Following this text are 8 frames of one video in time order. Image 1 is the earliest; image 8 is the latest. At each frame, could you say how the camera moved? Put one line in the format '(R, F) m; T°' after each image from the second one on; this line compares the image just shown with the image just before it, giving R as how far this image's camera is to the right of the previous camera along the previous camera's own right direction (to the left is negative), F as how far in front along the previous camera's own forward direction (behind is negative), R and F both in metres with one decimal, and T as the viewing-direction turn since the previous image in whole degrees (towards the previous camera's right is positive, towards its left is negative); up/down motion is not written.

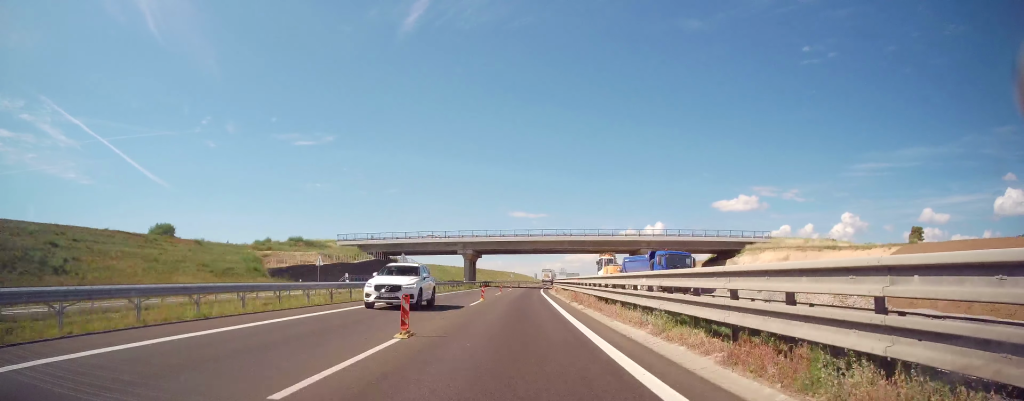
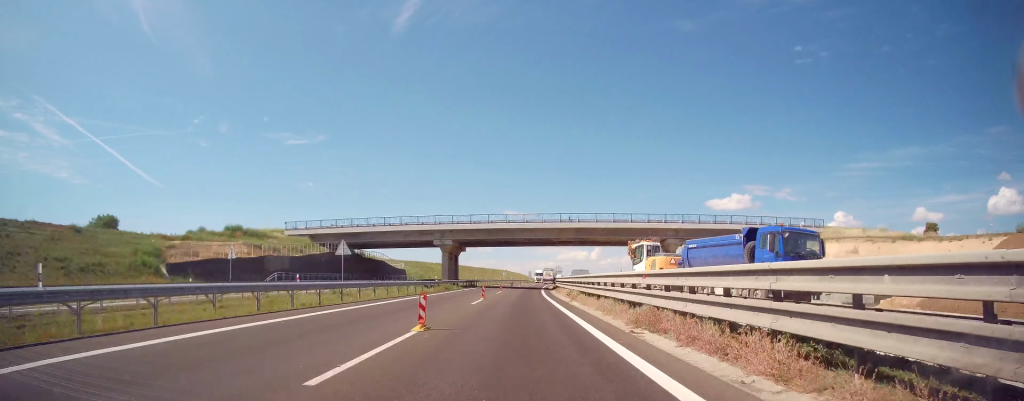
(+0.4, +17.4) m; +1°
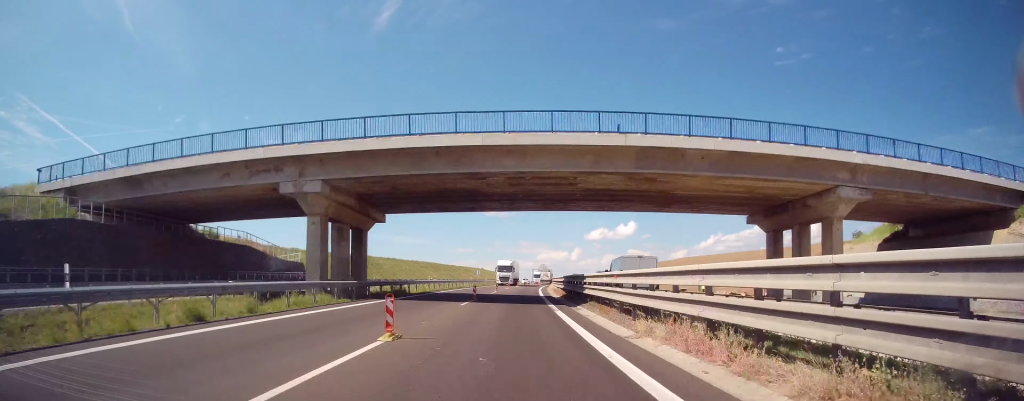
(+0.3, +37.8) m; +2°
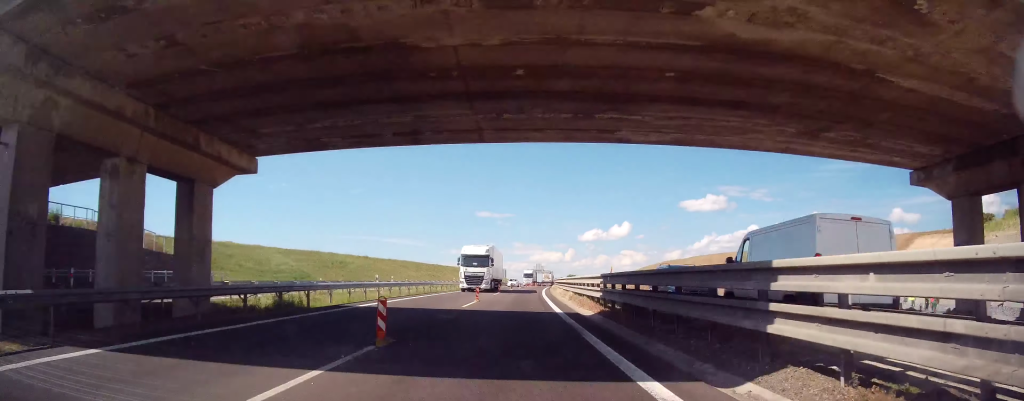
(+0.2, +17.8) m; +1°
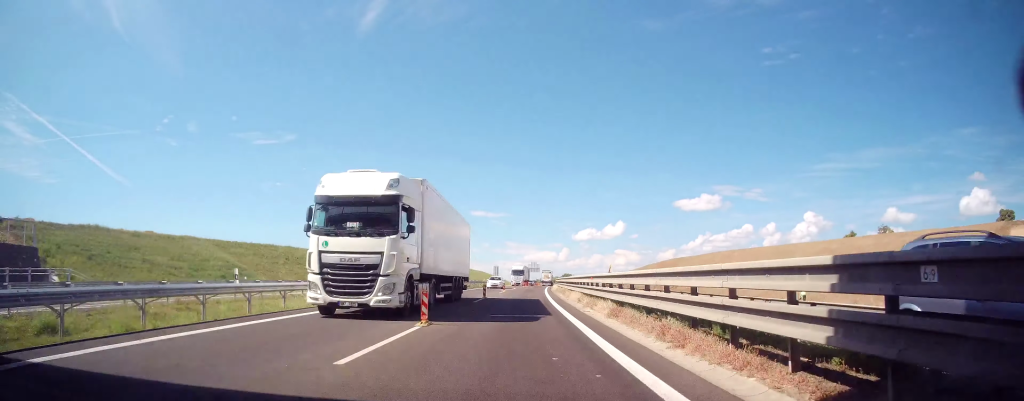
(+0.1, +15.3) m; 0°
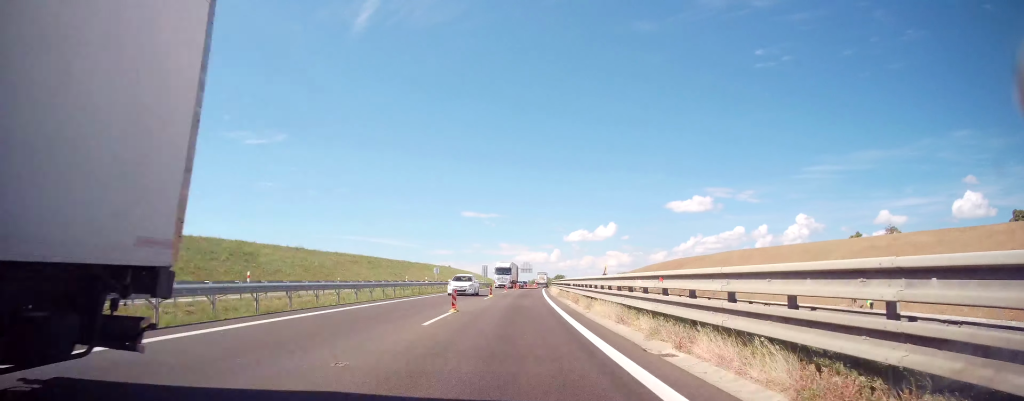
(0.0, +11.8) m; 0°
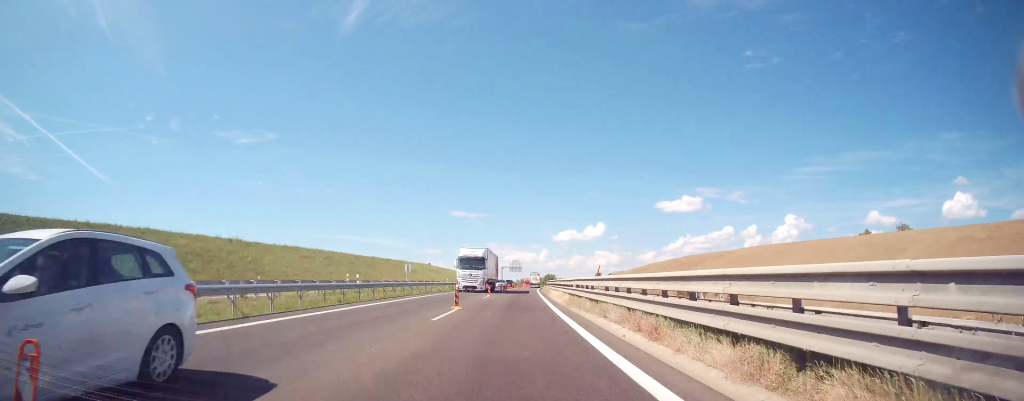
(0.0, +16.2) m; 0°
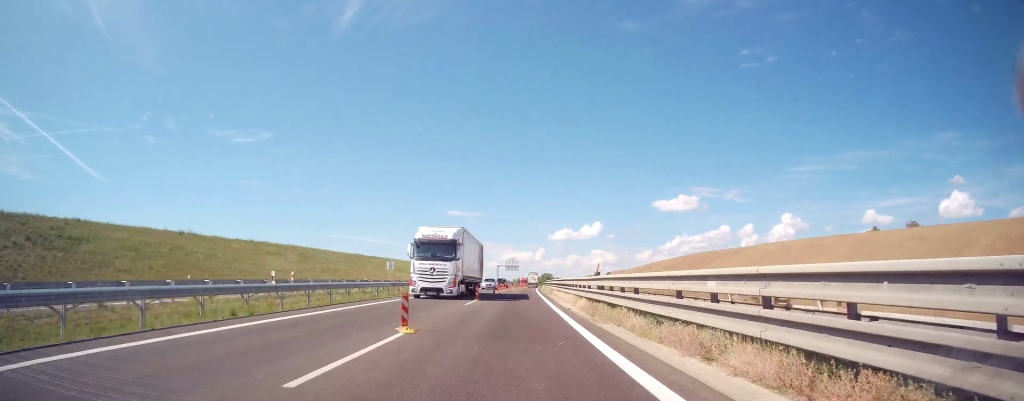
(0.0, +9.4) m; 0°
